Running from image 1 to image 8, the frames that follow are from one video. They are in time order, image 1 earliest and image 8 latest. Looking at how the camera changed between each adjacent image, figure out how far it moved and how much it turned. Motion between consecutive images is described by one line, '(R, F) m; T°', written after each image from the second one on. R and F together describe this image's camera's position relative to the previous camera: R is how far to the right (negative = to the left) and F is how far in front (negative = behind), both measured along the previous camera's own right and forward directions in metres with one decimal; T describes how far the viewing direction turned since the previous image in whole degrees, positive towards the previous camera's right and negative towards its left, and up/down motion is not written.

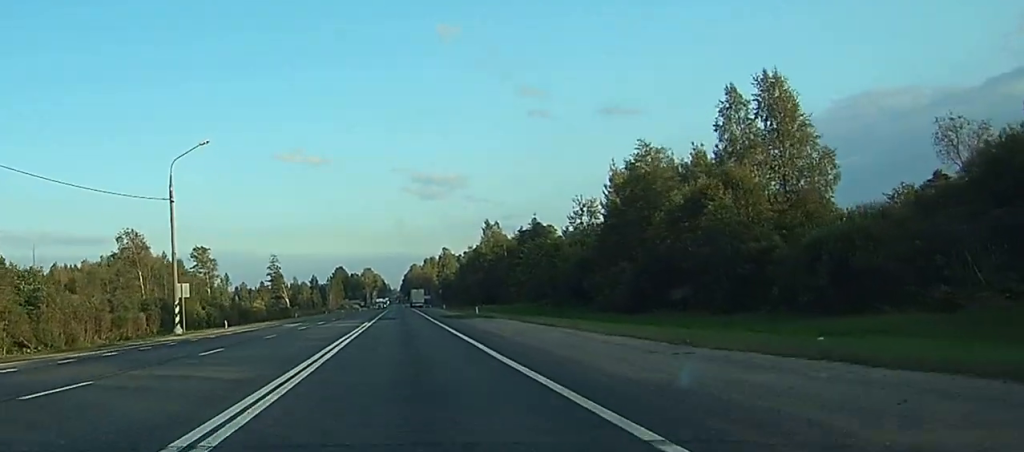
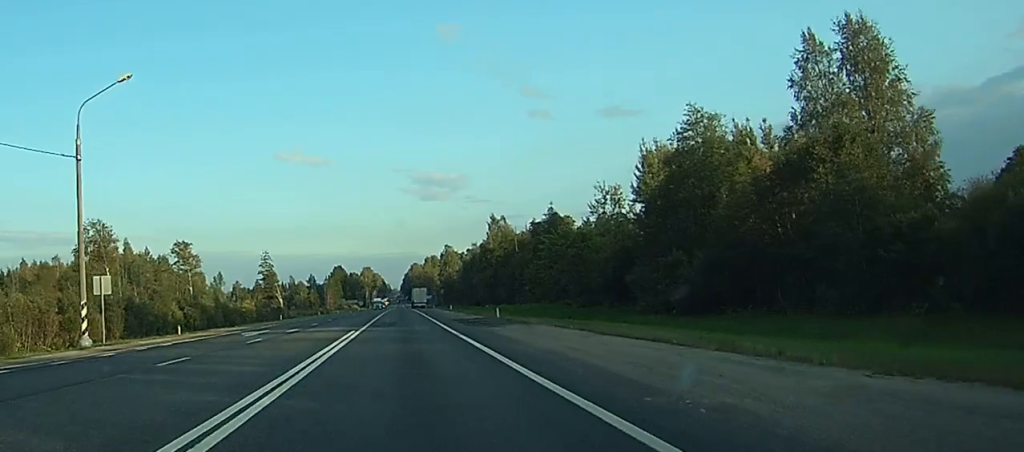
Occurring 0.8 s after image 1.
(0.0, +15.0) m; 0°
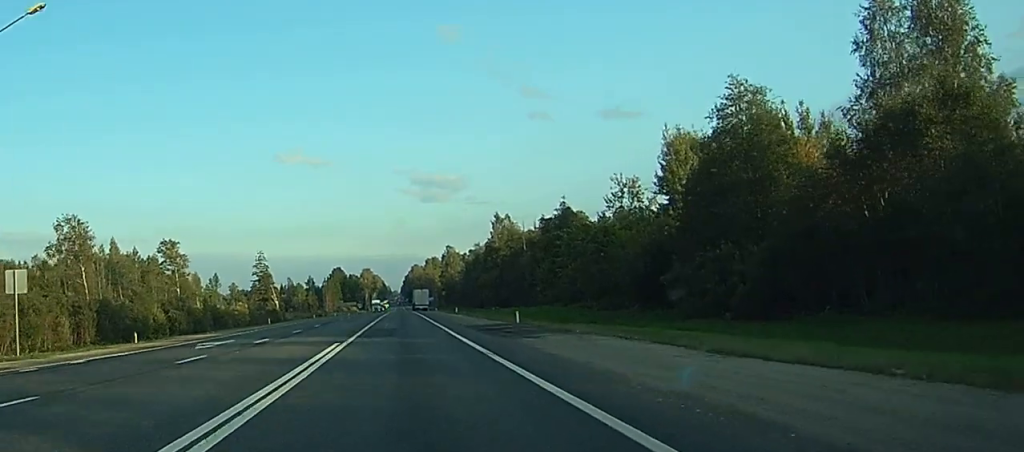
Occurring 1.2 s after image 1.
(0.0, +9.0) m; 0°
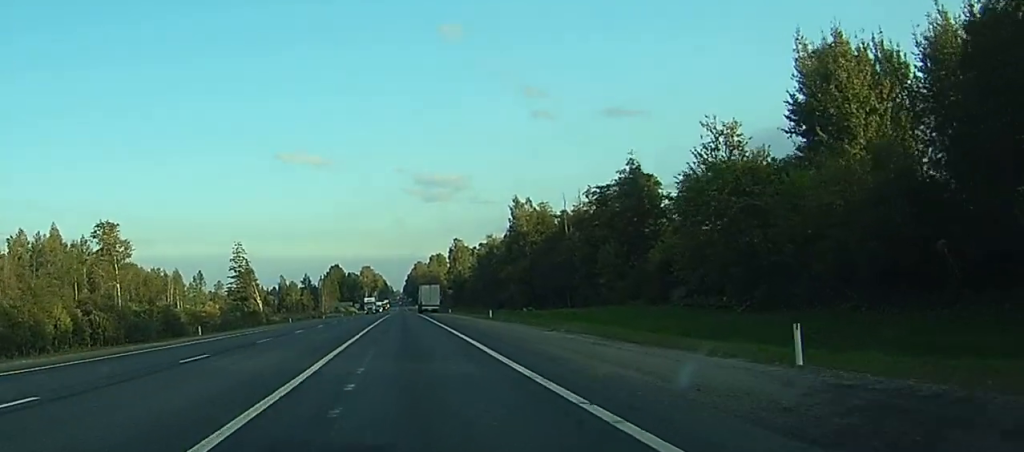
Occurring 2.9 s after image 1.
(-0.1, +30.4) m; 0°
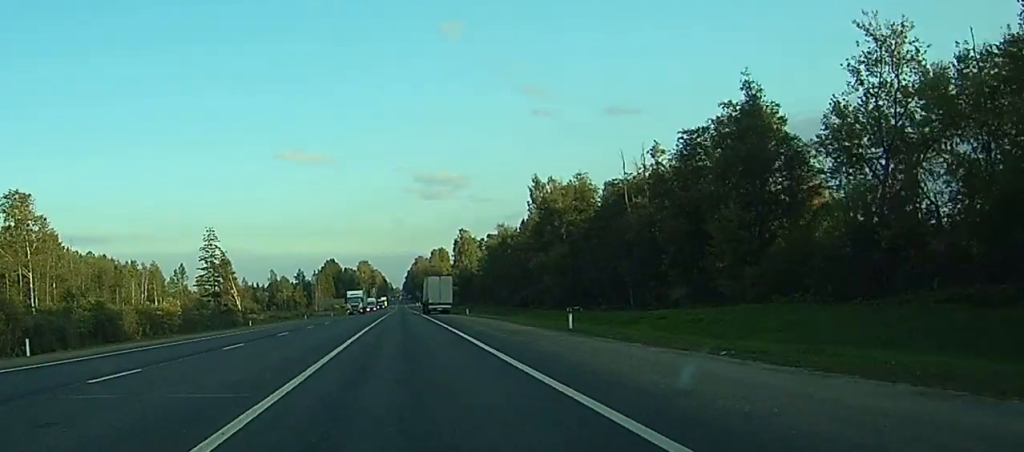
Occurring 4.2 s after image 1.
(-0.1, +28.8) m; 0°
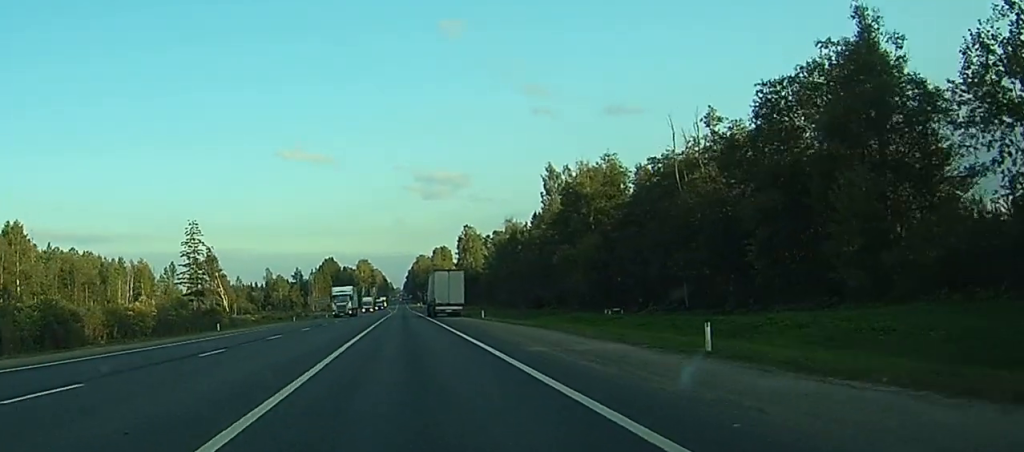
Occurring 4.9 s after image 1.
(0.0, +17.5) m; 0°
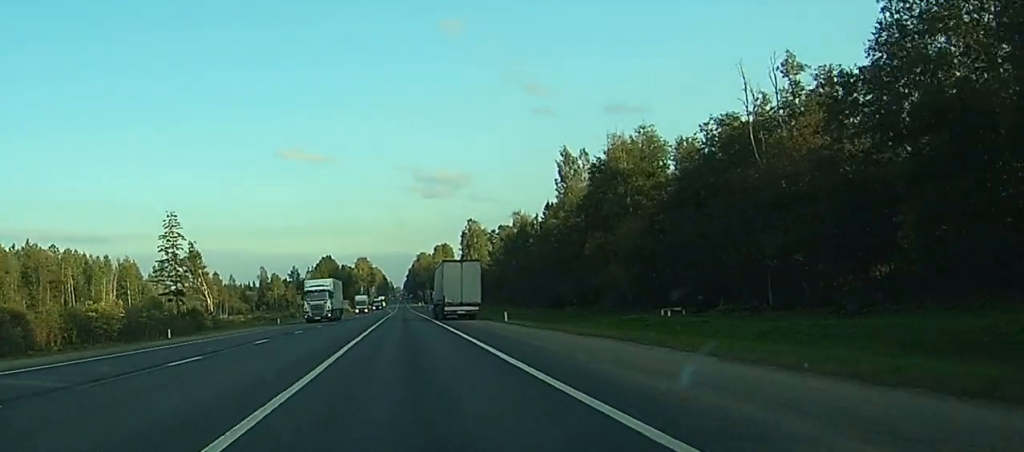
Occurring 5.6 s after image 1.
(0.0, +16.9) m; 0°
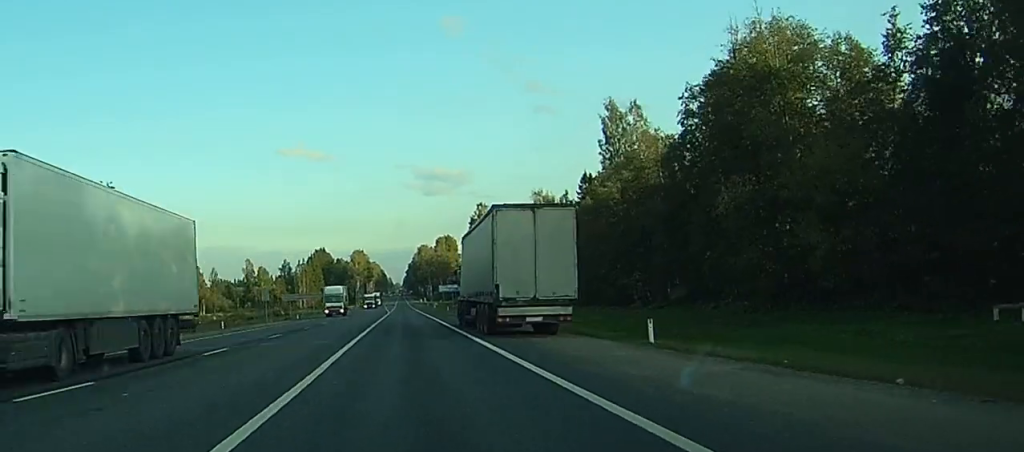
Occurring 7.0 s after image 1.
(-0.1, +35.5) m; 0°
